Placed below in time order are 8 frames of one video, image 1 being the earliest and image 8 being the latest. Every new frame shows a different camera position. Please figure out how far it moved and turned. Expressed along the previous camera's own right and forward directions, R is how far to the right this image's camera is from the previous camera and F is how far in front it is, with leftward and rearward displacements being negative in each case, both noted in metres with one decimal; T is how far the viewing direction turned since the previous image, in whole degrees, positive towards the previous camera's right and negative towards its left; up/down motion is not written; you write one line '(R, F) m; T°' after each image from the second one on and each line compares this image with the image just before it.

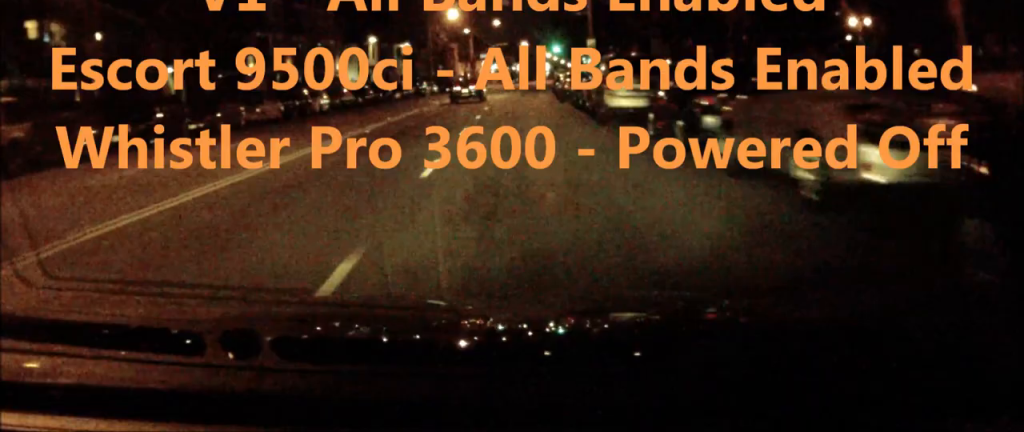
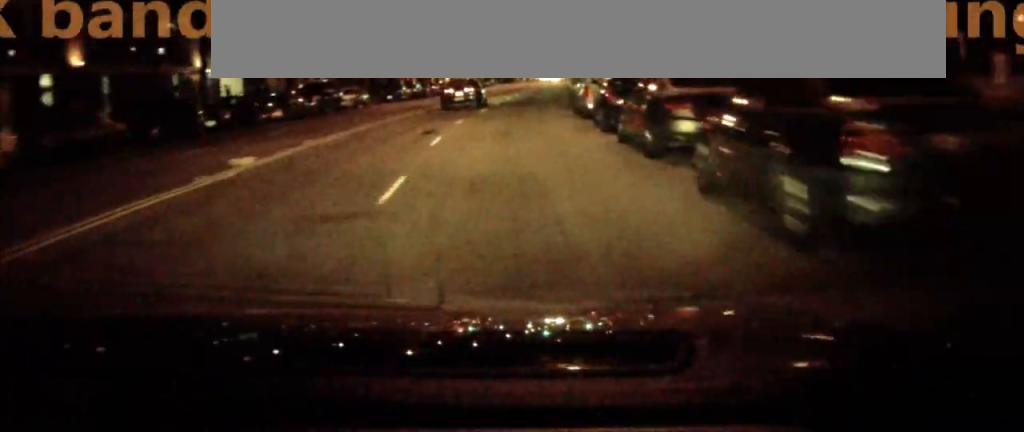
(+1.1, +32.4) m; +2°
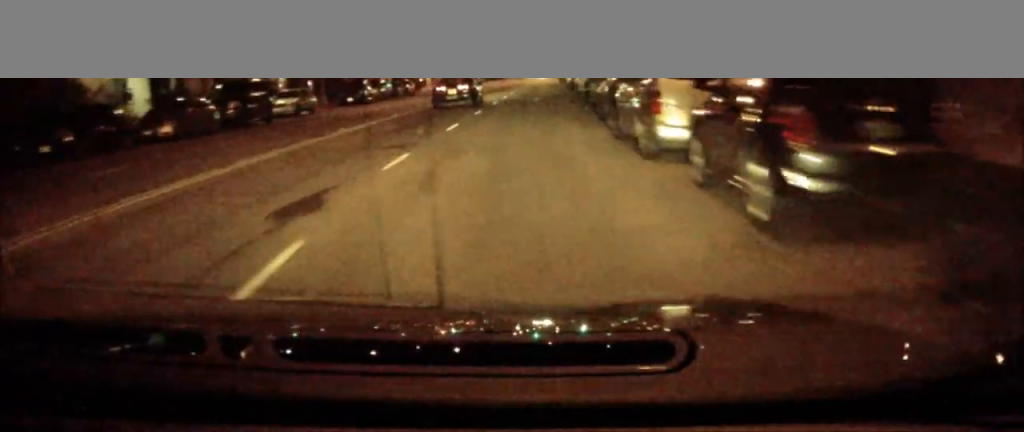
(0.0, +12.0) m; 0°
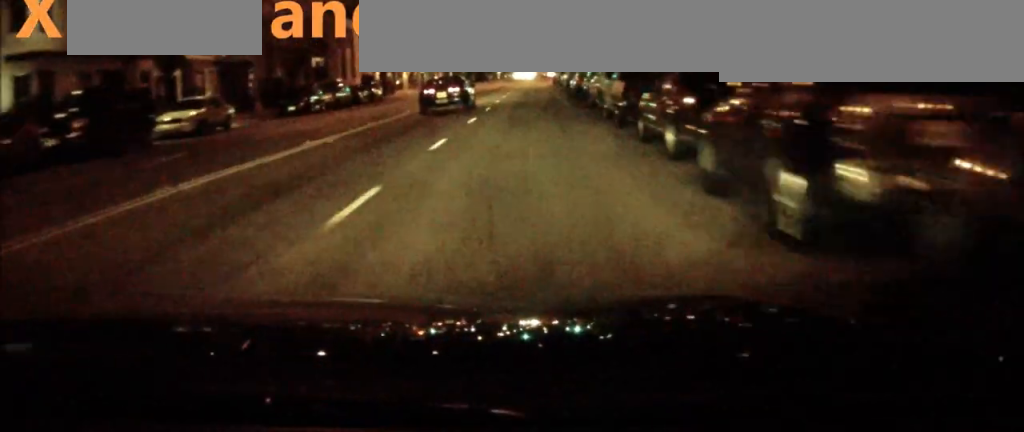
(0.0, +11.8) m; 0°
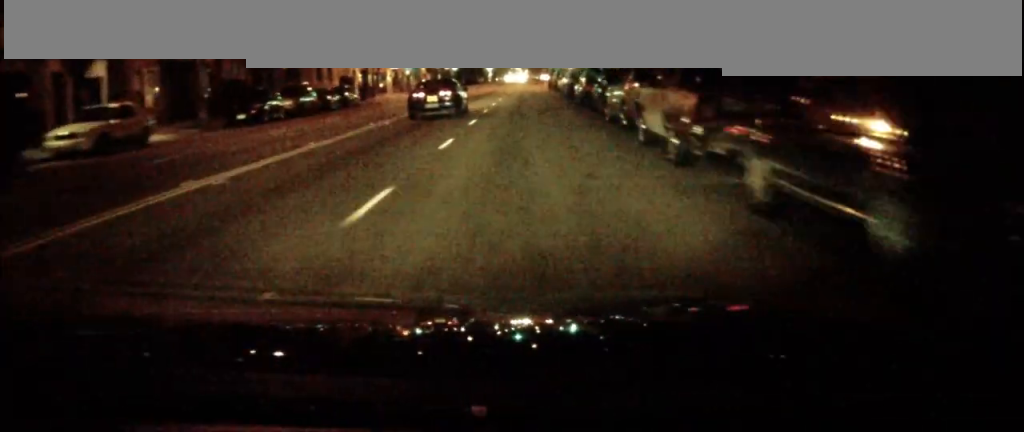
(0.0, +7.1) m; 0°
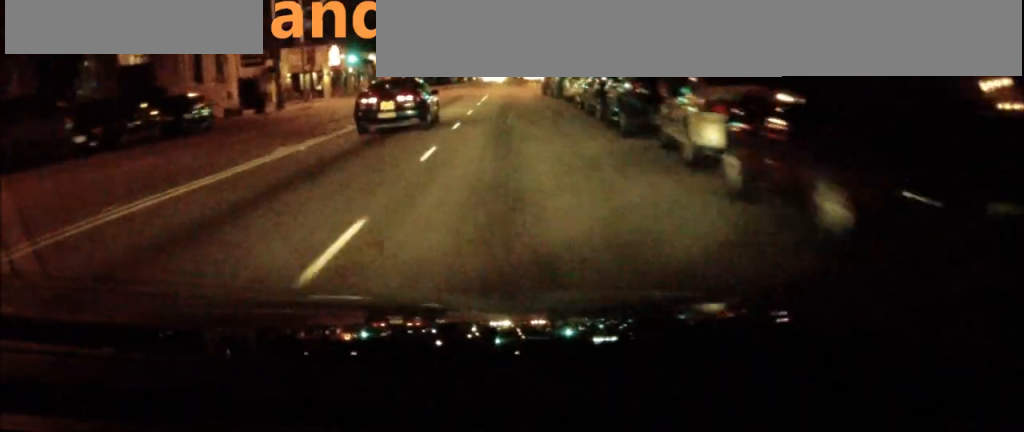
(0.0, +25.4) m; 0°
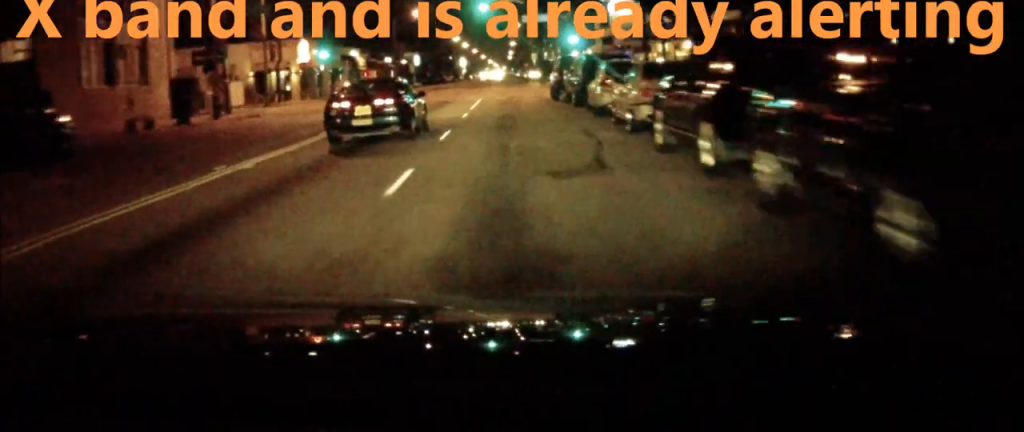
(0.0, +11.7) m; 0°
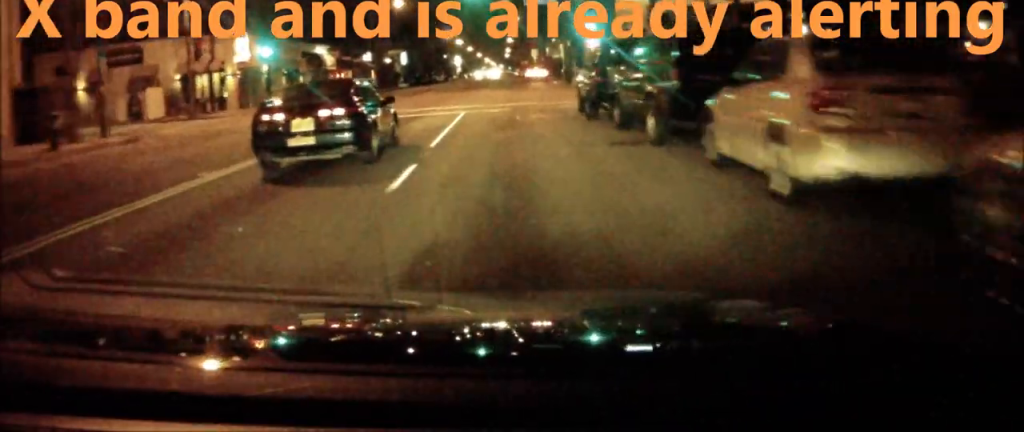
(0.0, +15.7) m; 0°
